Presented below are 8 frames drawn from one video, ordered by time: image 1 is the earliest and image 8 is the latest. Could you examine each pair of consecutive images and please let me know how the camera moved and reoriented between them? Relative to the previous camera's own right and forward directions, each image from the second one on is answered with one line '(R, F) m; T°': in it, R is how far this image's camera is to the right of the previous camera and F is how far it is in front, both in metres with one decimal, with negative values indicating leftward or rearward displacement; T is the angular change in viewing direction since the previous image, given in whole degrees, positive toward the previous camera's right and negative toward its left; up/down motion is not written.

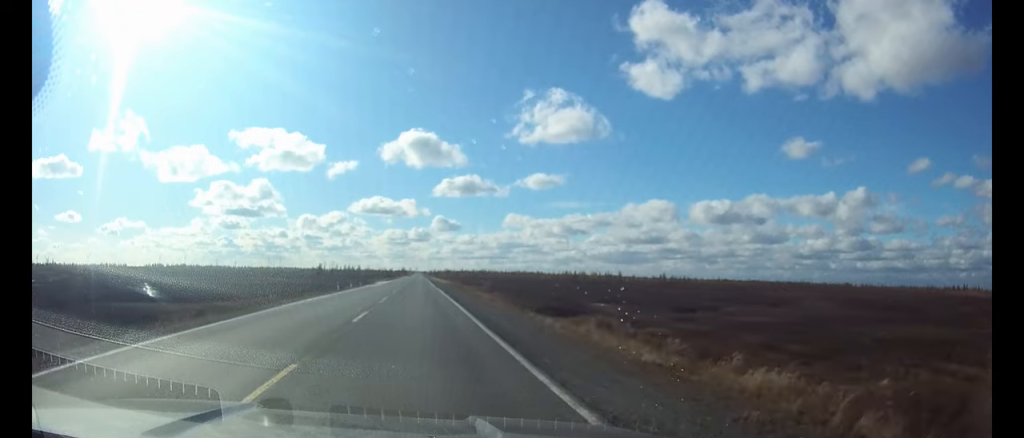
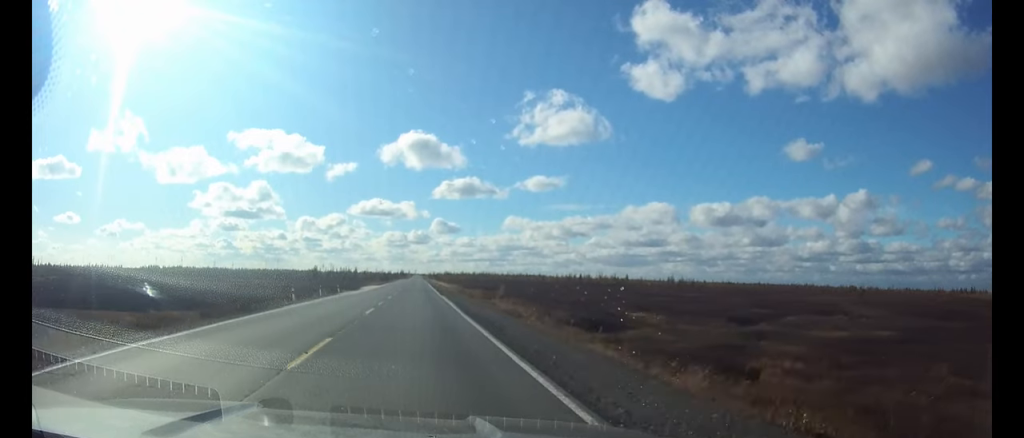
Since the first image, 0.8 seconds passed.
(0.0, +18.5) m; 0°
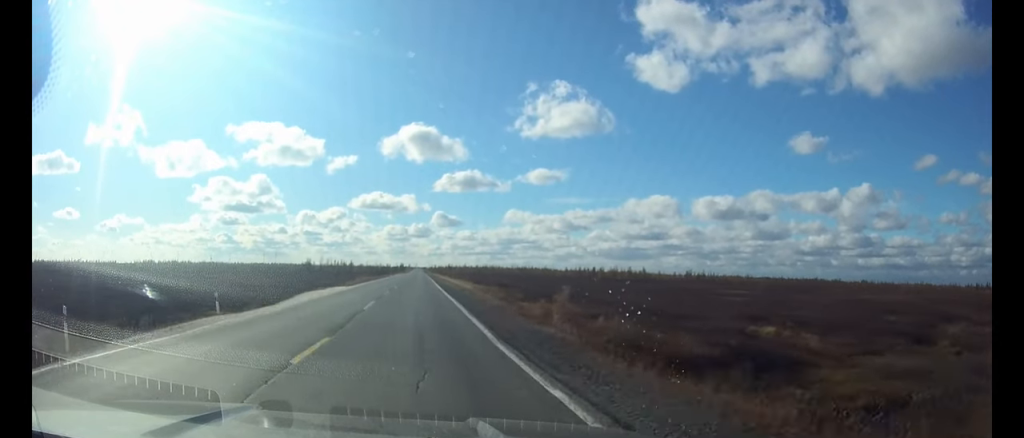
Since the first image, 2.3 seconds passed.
(+0.1, +34.5) m; 0°
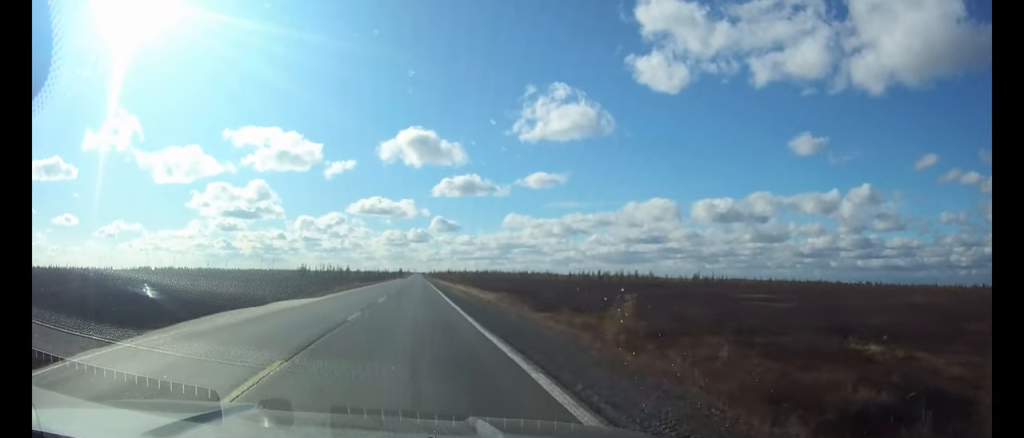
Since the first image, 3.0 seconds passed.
(0.0, +16.7) m; 0°
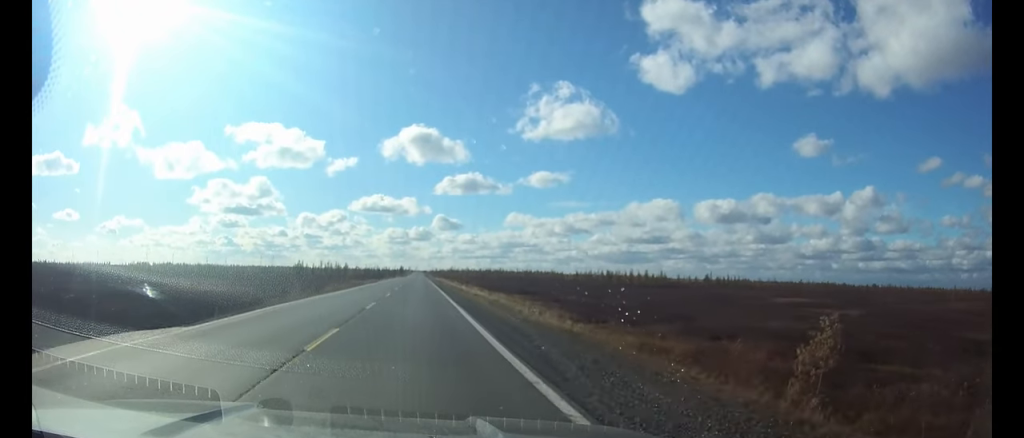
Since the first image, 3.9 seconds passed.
(0.0, +19.8) m; 0°
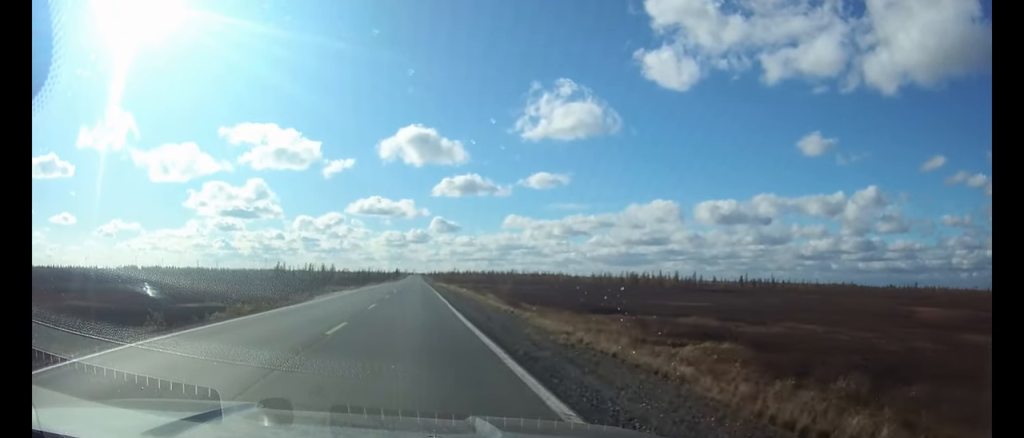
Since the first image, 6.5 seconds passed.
(+0.1, +56.1) m; 0°
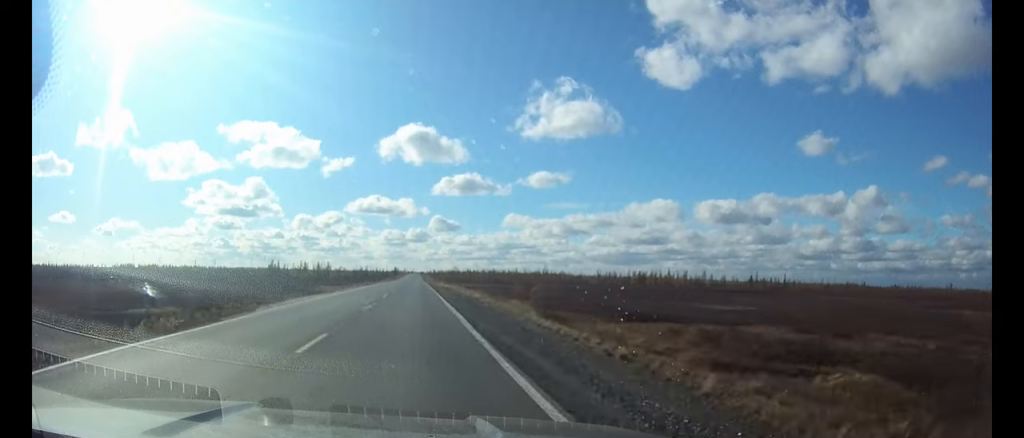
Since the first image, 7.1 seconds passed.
(0.0, +14.8) m; 0°
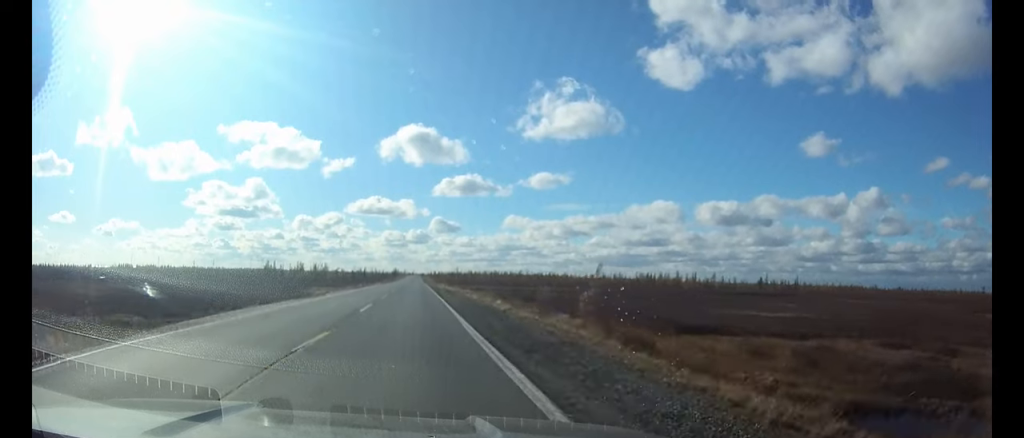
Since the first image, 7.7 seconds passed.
(0.0, +12.9) m; 0°
